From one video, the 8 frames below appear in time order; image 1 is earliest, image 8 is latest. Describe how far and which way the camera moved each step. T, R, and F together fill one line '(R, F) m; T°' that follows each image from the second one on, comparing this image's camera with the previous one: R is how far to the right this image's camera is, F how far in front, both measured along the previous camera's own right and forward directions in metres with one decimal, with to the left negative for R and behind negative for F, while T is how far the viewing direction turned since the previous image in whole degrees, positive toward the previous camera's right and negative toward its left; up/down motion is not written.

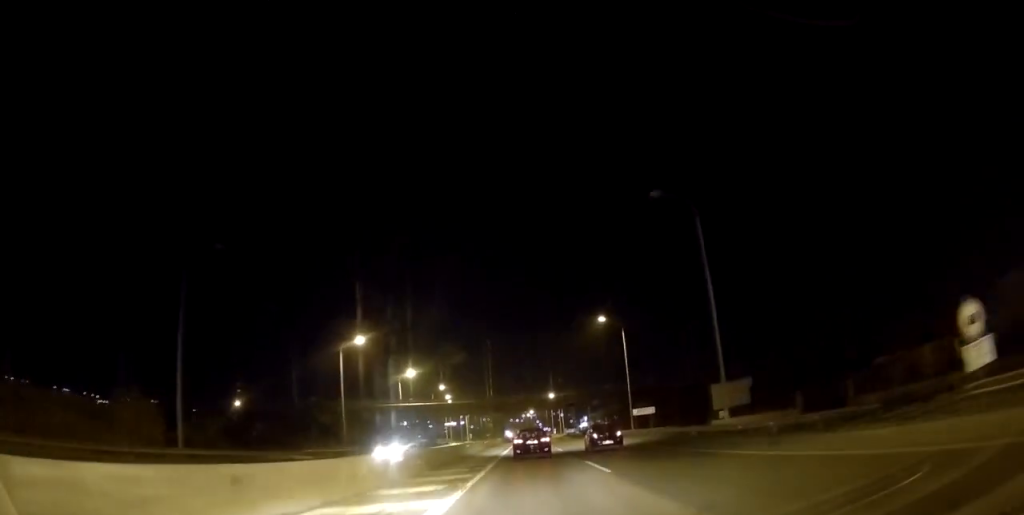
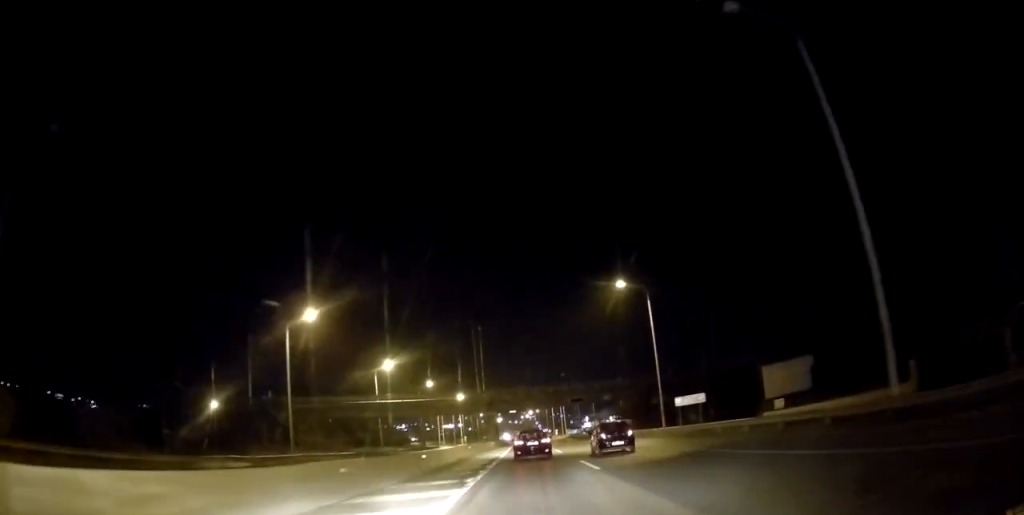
(+0.5, +16.0) m; +1°
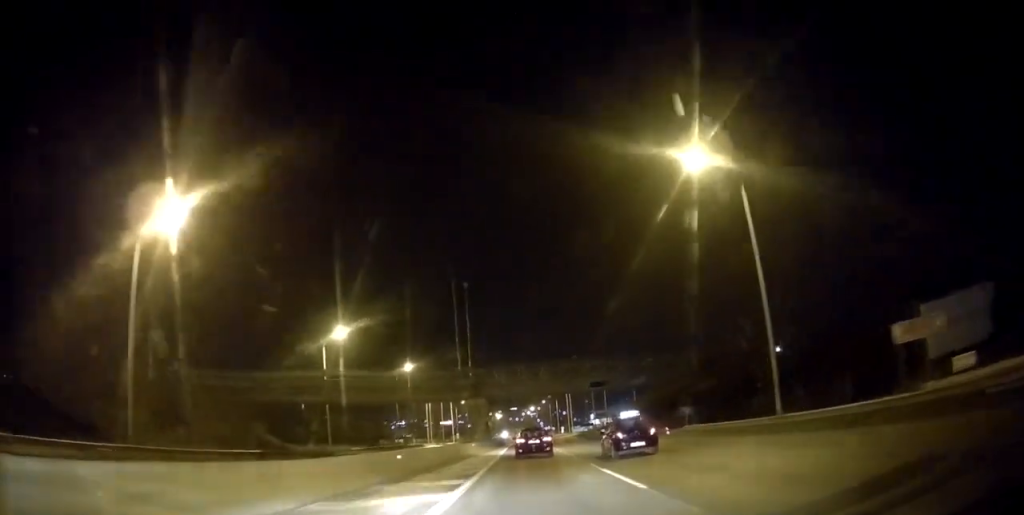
(+0.1, +24.3) m; +1°
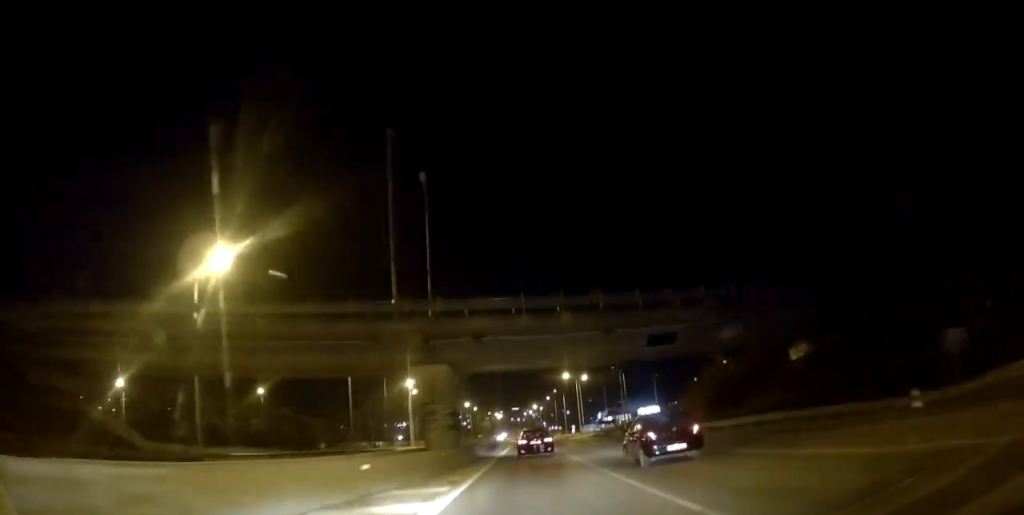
(+0.1, +27.9) m; +1°
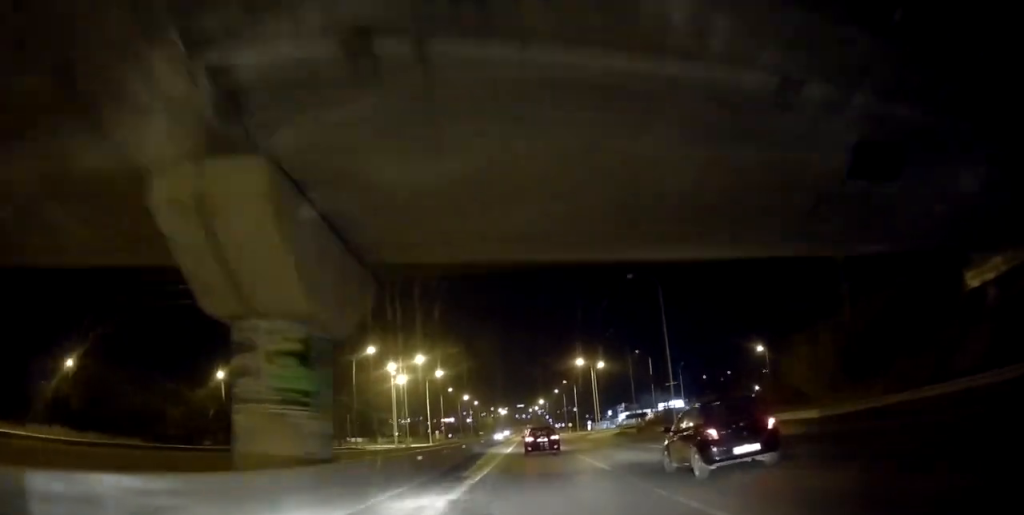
(+0.2, +21.5) m; 0°
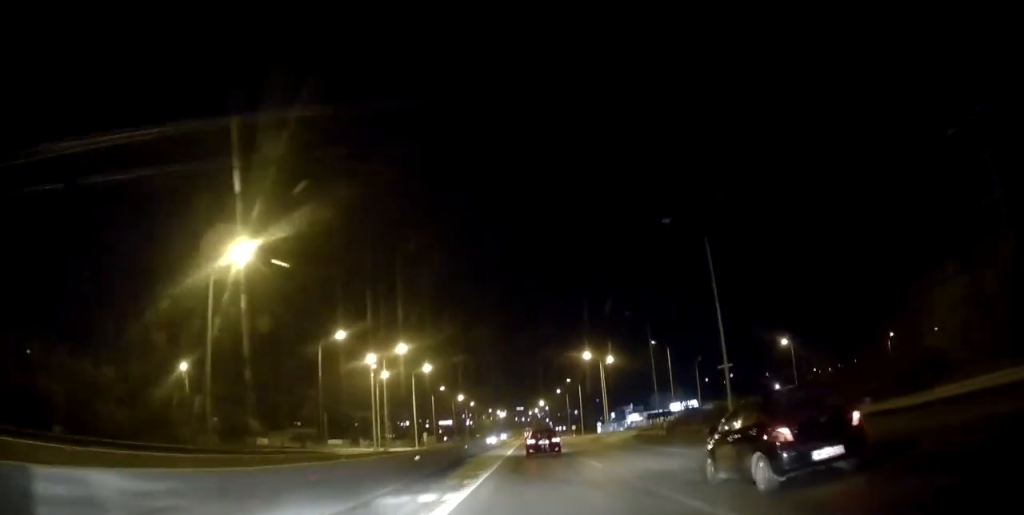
(0.0, +13.7) m; -1°
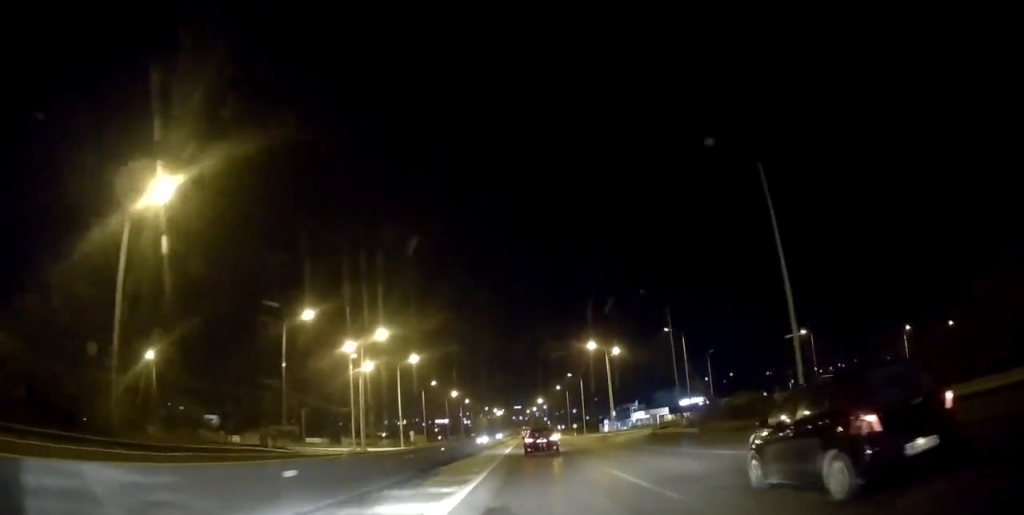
(0.0, +10.1) m; -1°
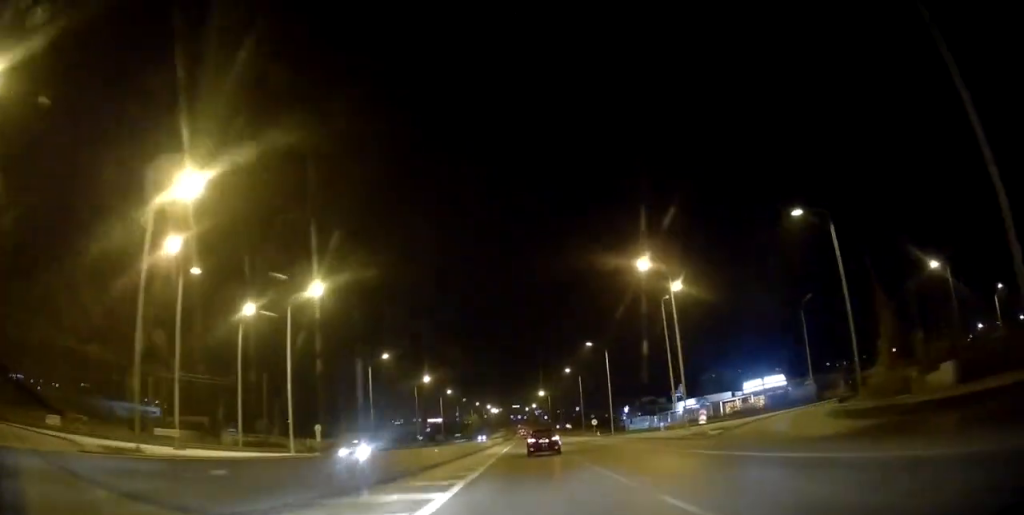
(-1.1, +43.7) m; -1°
